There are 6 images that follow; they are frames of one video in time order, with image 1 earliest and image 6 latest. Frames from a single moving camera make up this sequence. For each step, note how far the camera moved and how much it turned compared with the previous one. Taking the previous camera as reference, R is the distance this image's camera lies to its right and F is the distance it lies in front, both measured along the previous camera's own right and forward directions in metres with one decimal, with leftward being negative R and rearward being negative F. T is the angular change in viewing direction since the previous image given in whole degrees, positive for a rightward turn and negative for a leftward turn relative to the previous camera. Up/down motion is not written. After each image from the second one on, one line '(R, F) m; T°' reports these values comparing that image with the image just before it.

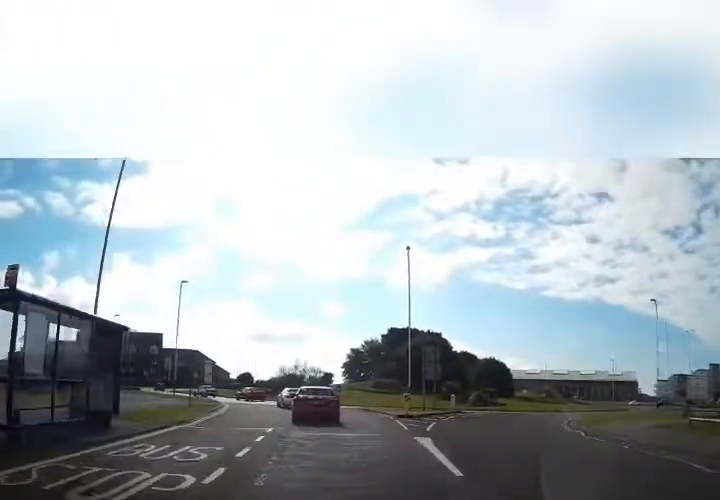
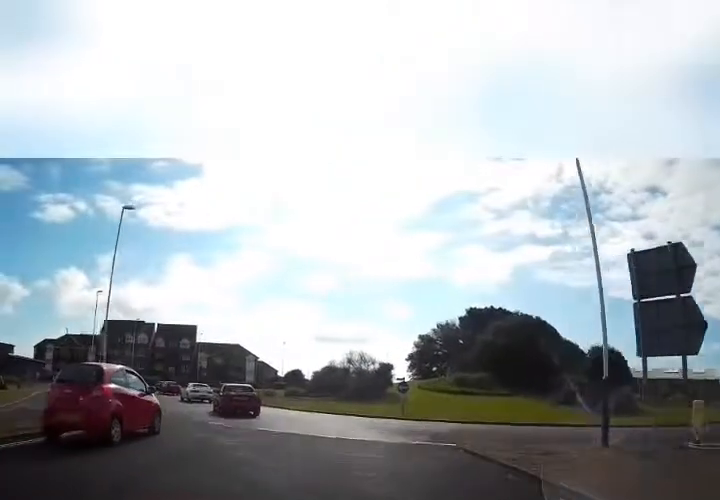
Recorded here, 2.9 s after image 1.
(-1.2, +17.6) m; -22°
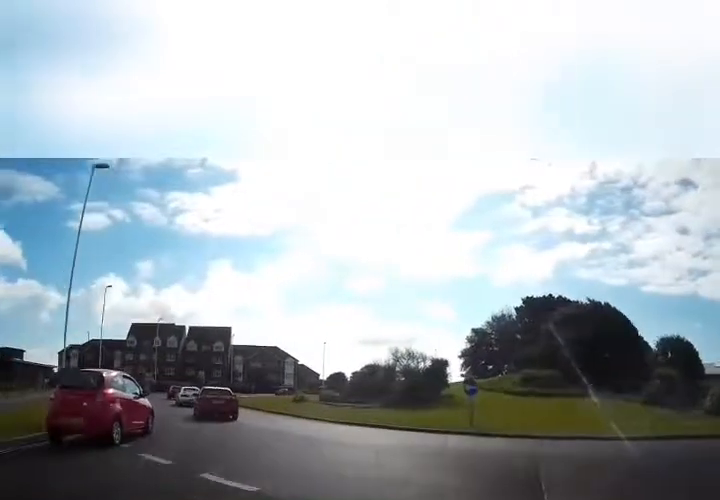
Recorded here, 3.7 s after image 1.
(-1.1, +6.2) m; -8°
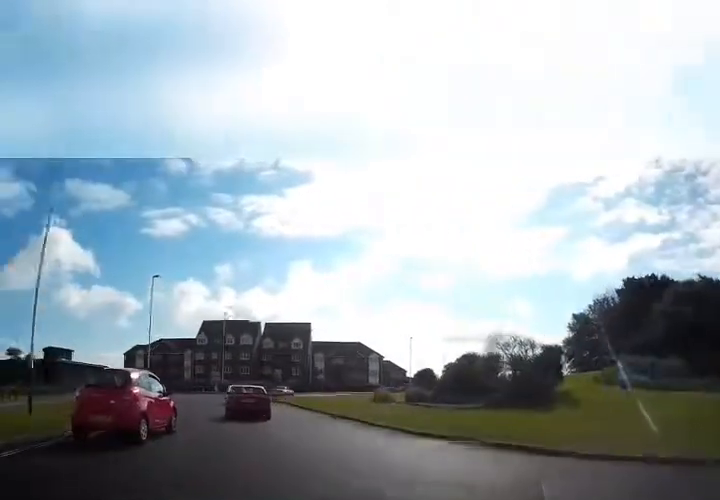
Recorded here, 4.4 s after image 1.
(-0.2, +5.9) m; -2°
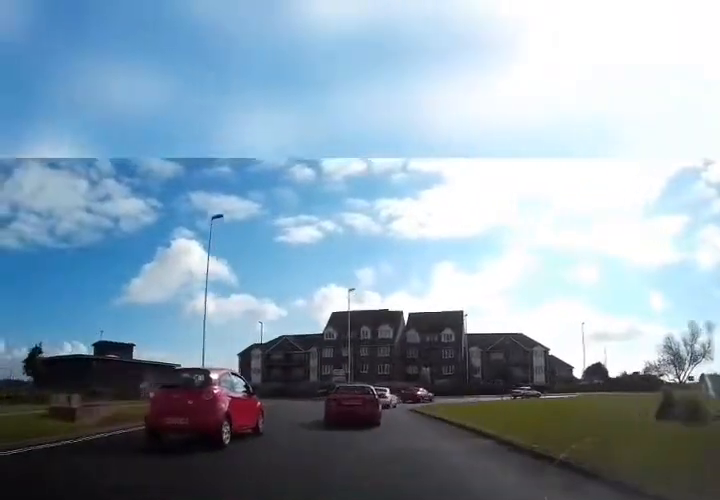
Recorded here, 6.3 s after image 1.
(0.0, +16.2) m; 0°
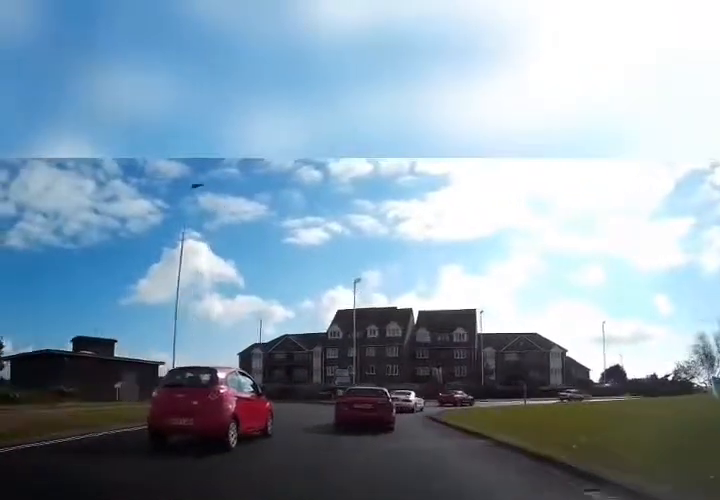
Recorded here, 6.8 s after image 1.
(0.0, +4.2) m; 0°
